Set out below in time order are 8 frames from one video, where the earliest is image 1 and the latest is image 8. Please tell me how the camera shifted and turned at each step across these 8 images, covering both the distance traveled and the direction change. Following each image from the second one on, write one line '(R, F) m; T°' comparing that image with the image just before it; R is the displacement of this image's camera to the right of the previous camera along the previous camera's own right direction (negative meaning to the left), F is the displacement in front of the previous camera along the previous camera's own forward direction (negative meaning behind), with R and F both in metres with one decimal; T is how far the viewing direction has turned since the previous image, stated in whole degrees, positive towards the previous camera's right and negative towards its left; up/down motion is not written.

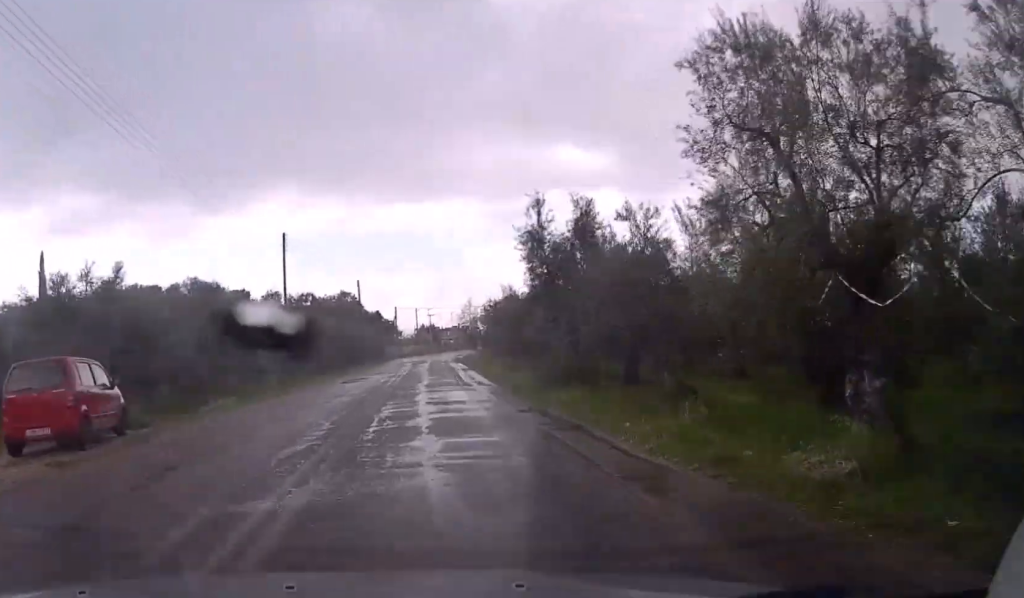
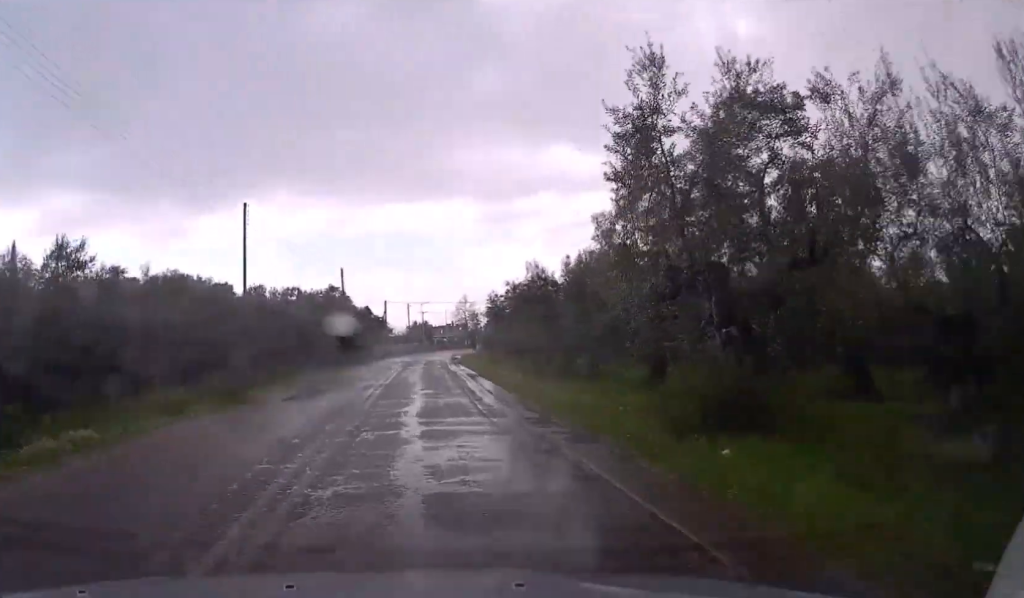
(+0.1, +12.1) m; +1°
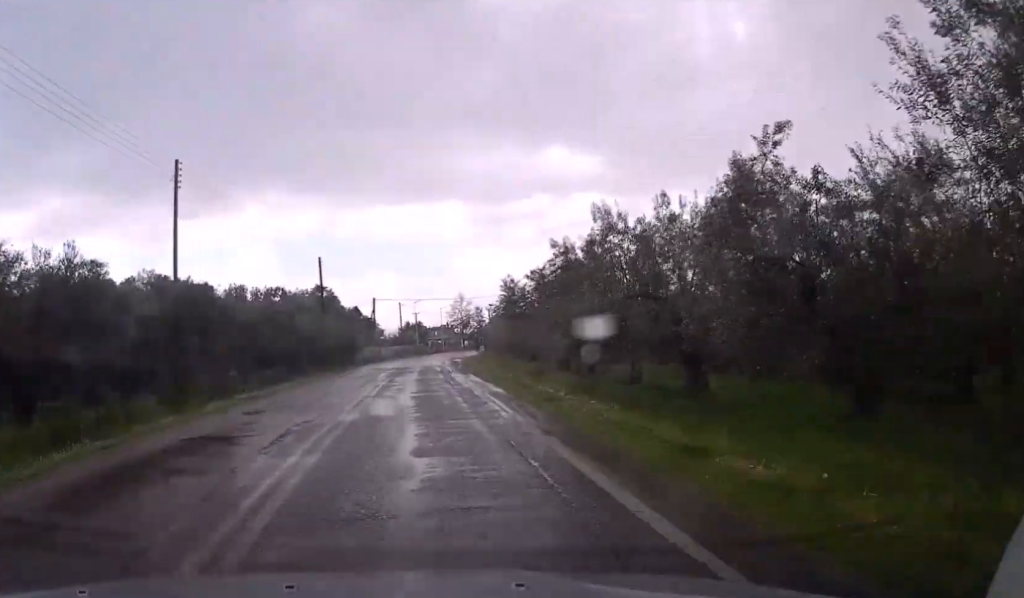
(0.0, +13.2) m; +1°
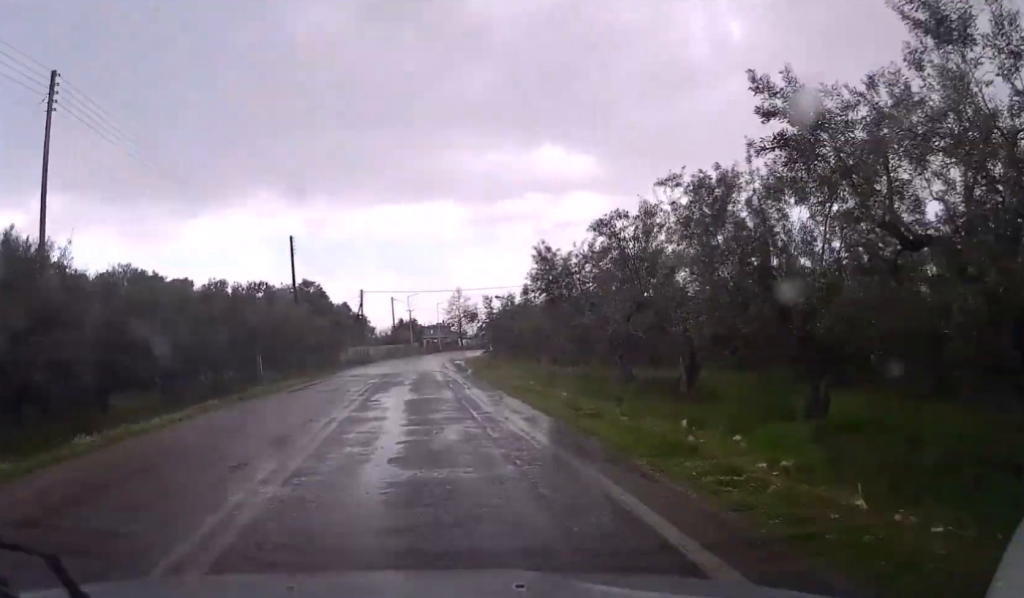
(+0.2, +13.4) m; +1°
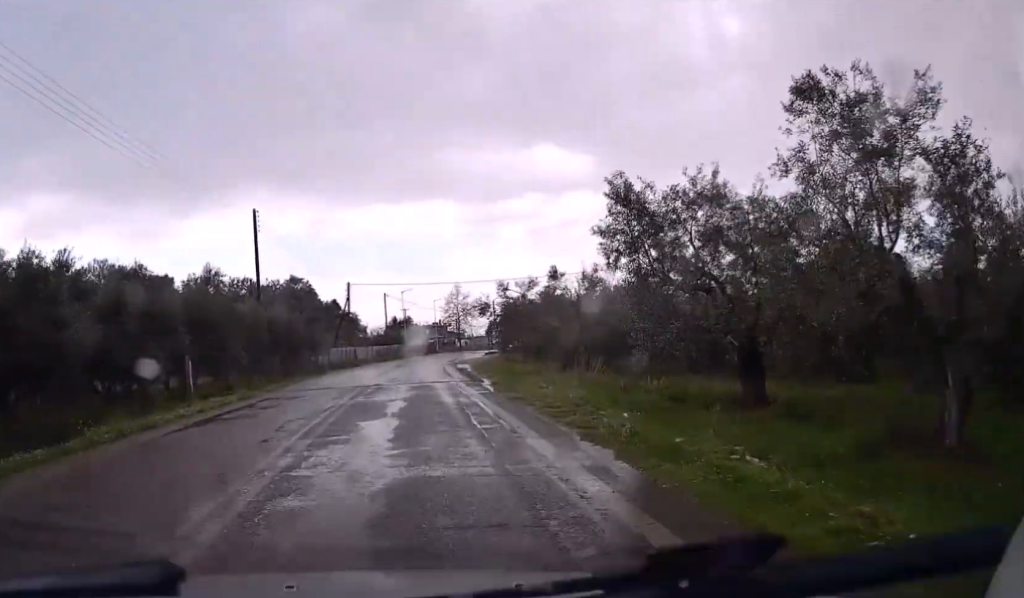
(+0.1, +12.0) m; 0°
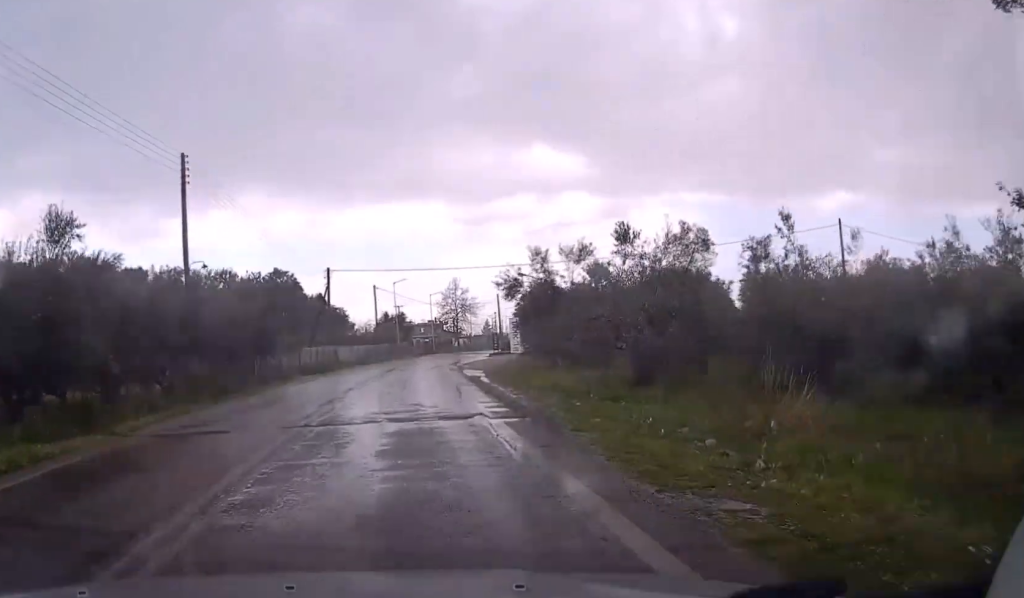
(0.0, +14.0) m; 0°
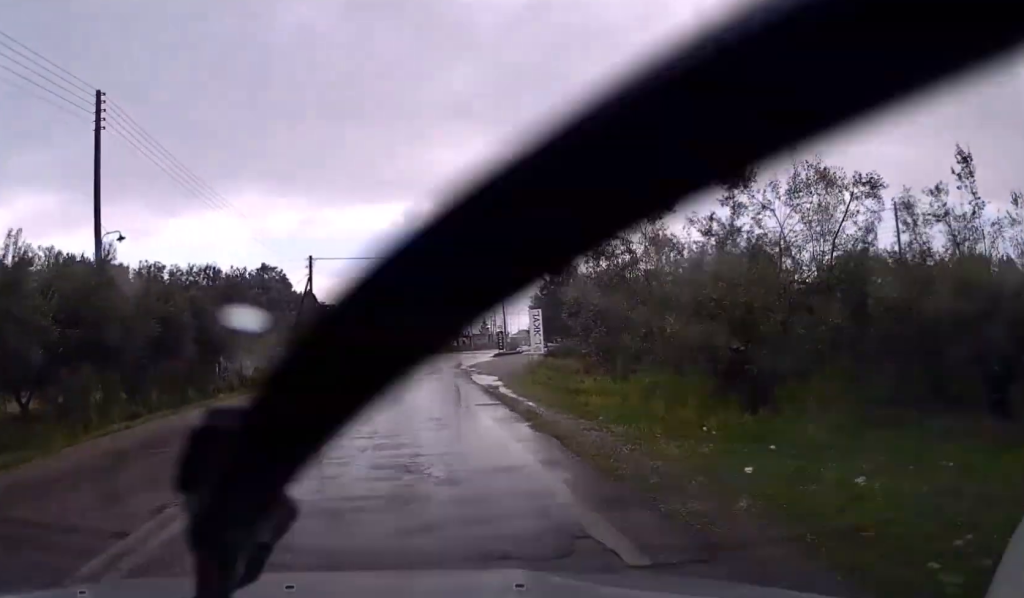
(0.0, +9.4) m; 0°
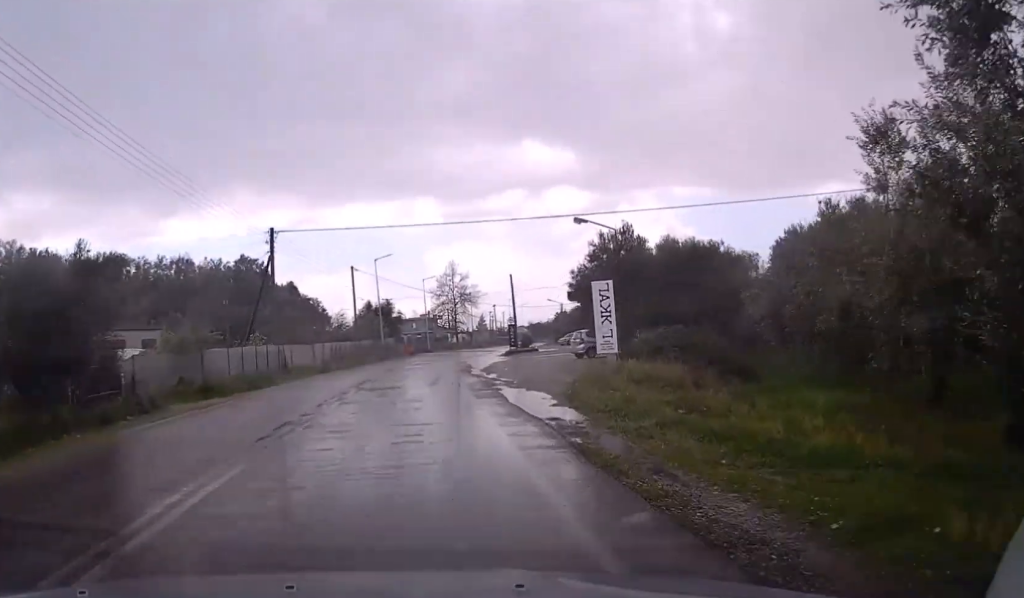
(-0.1, +14.0) m; 0°
